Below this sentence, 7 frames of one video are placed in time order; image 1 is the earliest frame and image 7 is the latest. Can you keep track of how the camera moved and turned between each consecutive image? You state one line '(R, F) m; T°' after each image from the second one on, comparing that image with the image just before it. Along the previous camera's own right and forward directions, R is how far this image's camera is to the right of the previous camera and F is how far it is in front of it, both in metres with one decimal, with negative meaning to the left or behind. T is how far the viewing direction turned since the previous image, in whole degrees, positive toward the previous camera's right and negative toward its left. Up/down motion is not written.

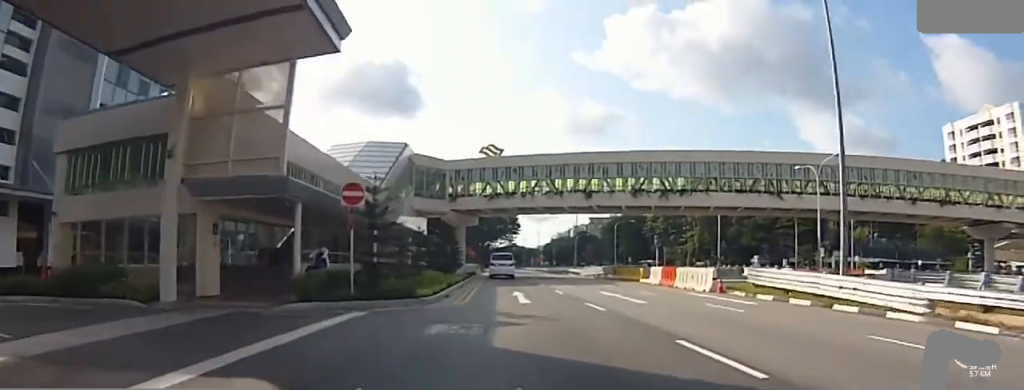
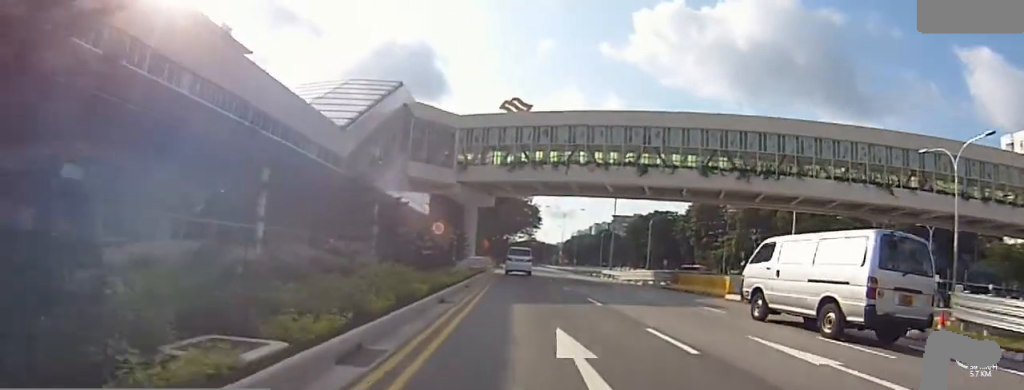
(+0.2, +11.0) m; +1°
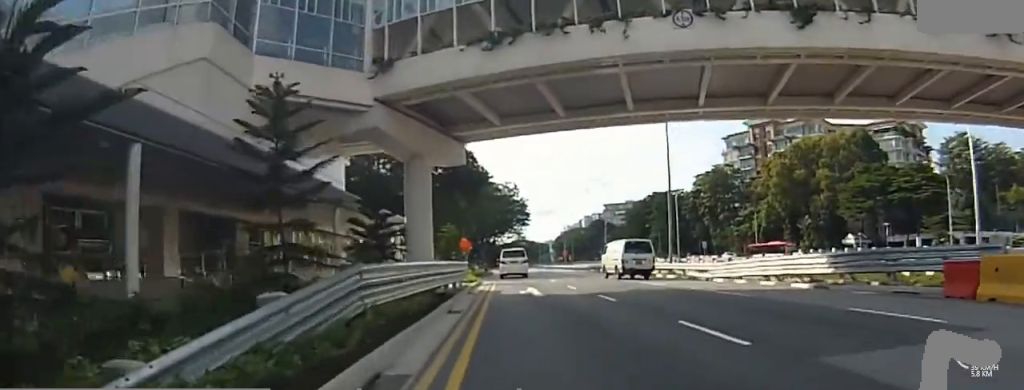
(+0.3, +19.6) m; 0°
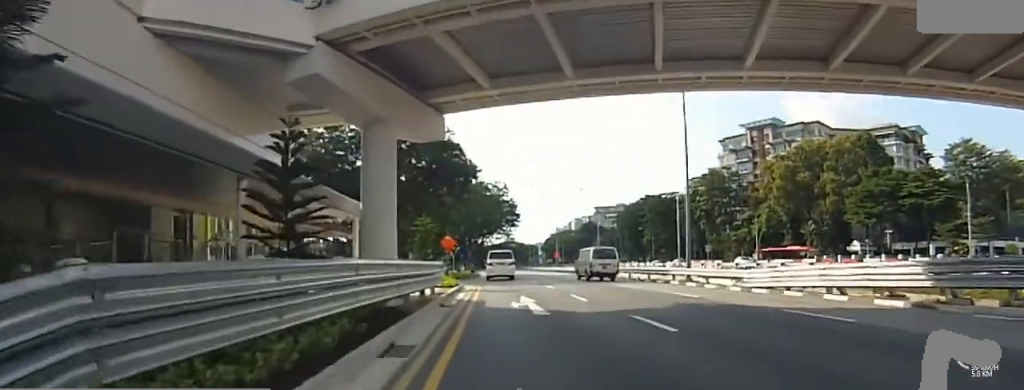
(0.0, +4.6) m; 0°
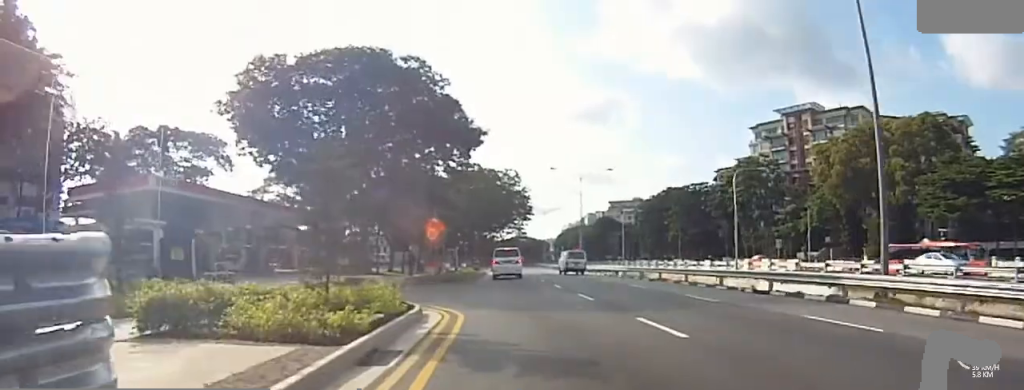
(-0.2, +13.1) m; -2°
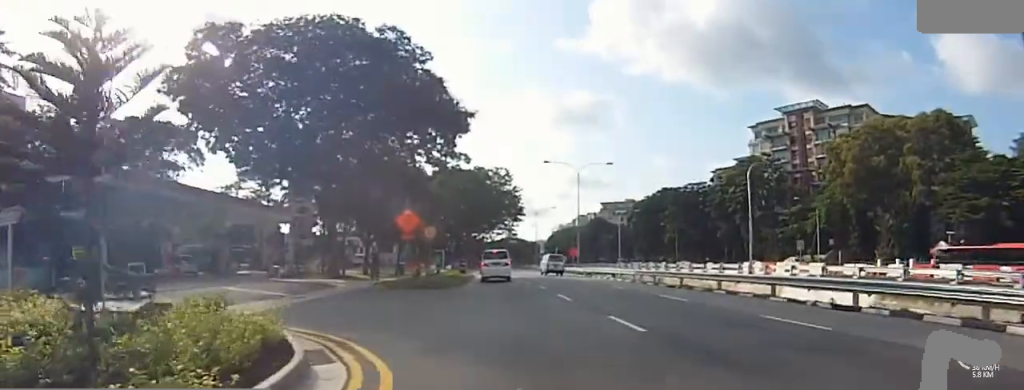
(+0.3, +5.1) m; -3°
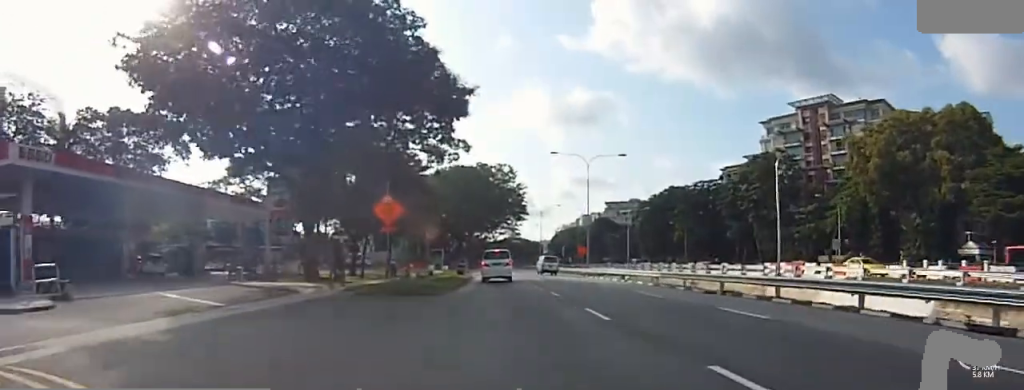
(-0.2, +4.2) m; +1°
